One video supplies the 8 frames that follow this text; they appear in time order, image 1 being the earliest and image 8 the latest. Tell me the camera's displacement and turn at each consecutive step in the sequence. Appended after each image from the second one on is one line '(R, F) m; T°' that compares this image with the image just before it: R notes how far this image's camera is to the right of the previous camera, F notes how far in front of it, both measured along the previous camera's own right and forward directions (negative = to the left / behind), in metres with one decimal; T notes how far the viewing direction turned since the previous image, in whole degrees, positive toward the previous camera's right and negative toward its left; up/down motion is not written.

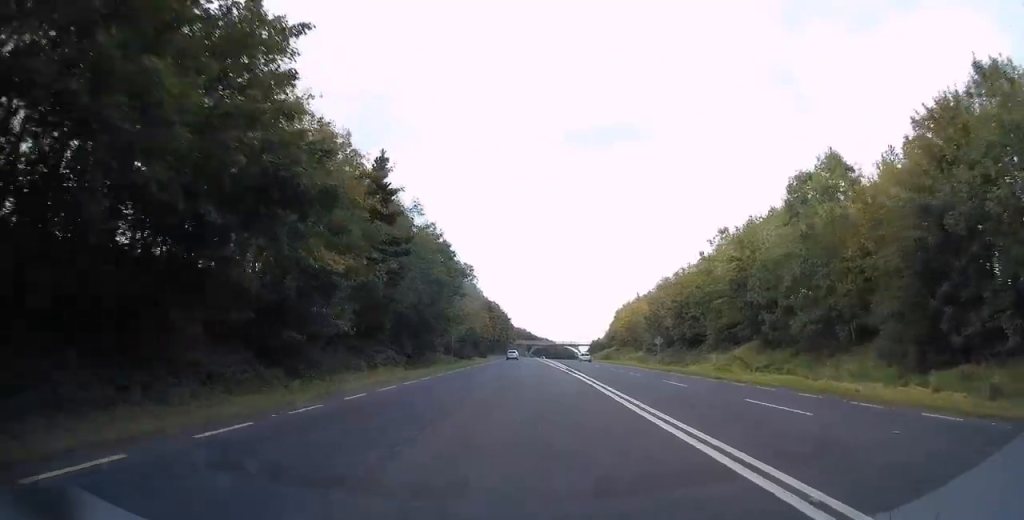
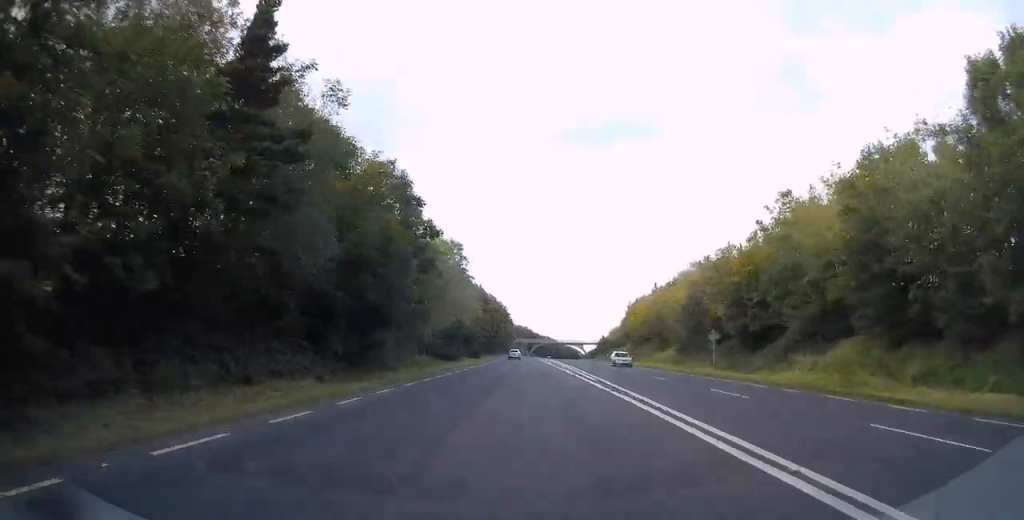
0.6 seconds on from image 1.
(-0.2, +18.8) m; -1°
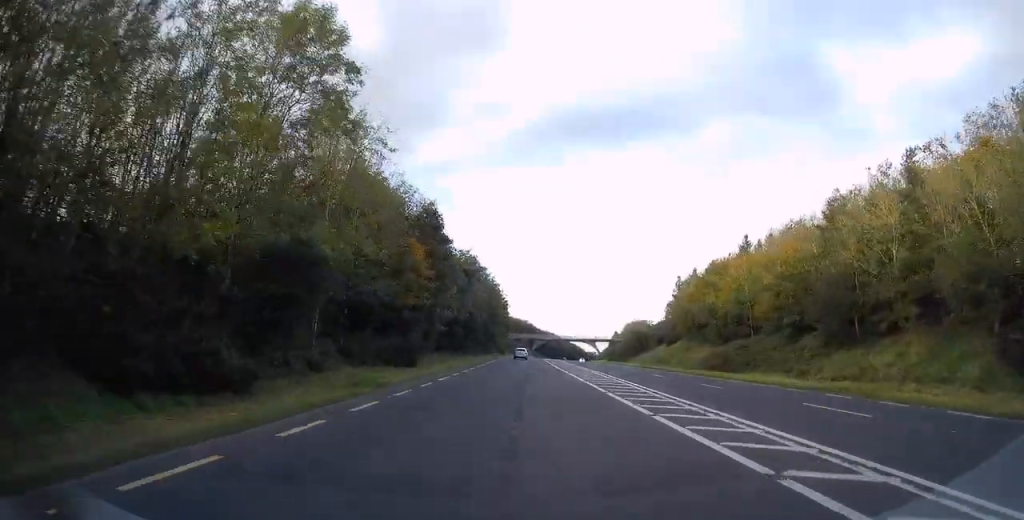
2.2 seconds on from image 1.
(-0.5, +53.6) m; -1°
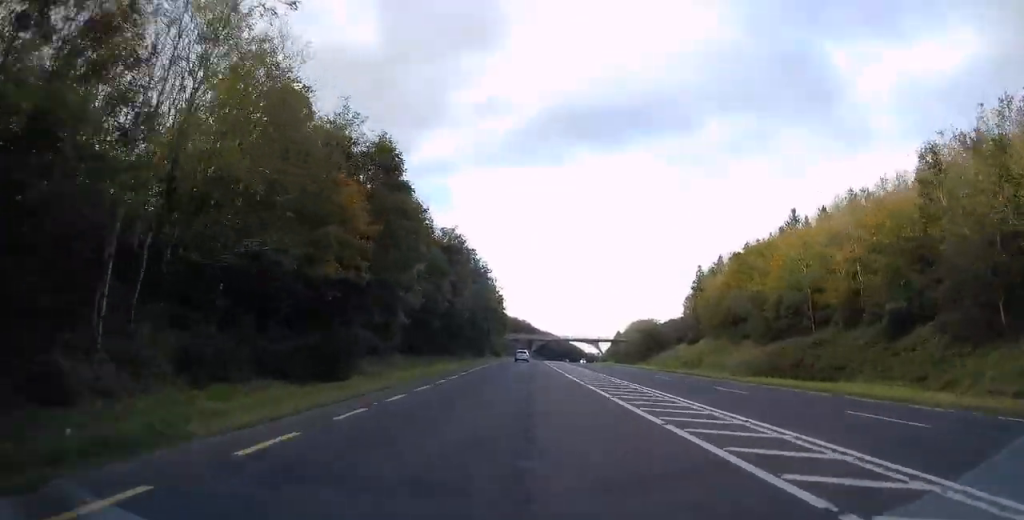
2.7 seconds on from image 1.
(0.0, +15.0) m; 0°
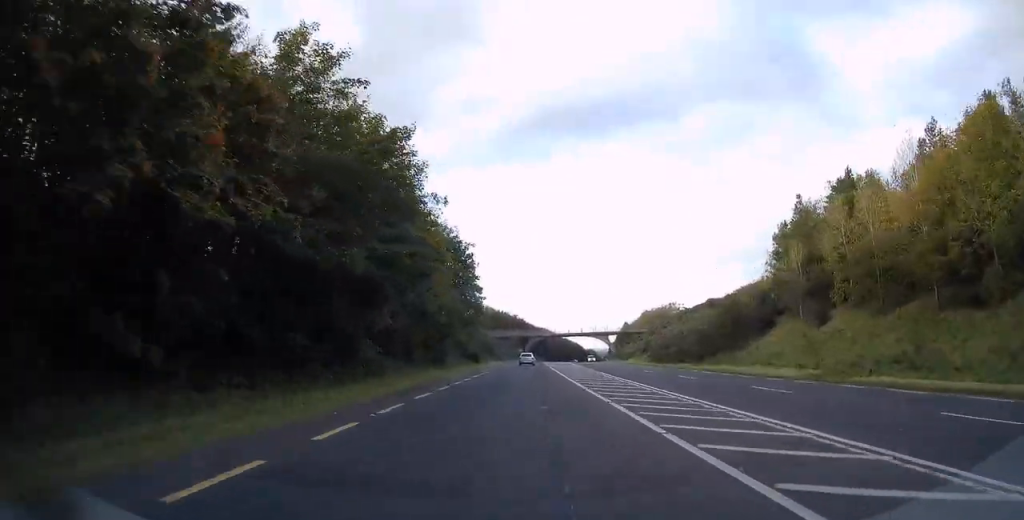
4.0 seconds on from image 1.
(0.0, +40.9) m; 0°
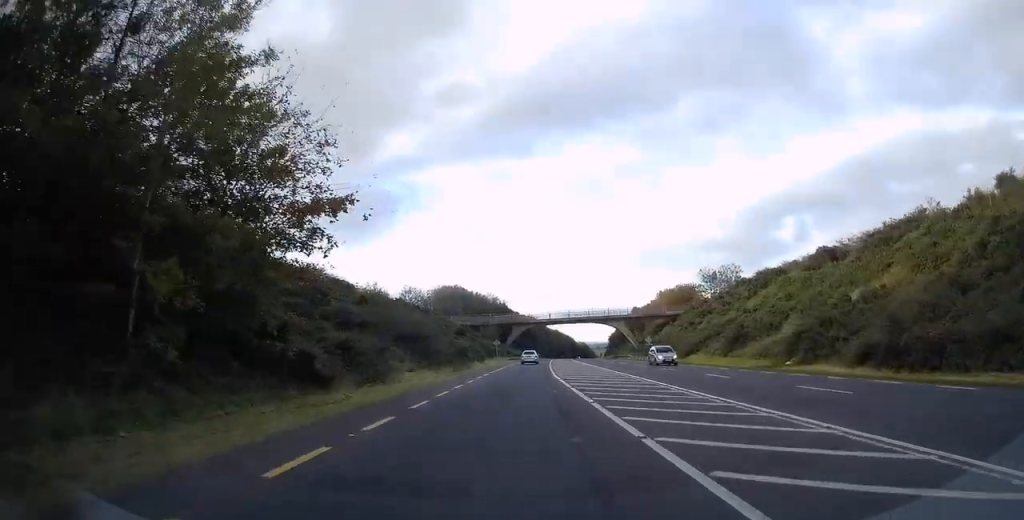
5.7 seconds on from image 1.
(0.0, +53.1) m; 0°
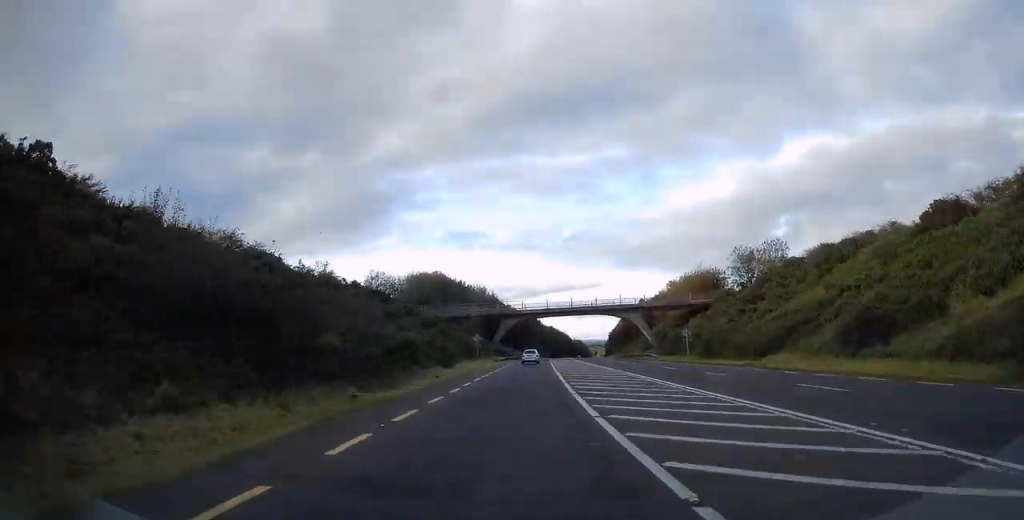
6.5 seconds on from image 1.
(+0.1, +23.2) m; +1°
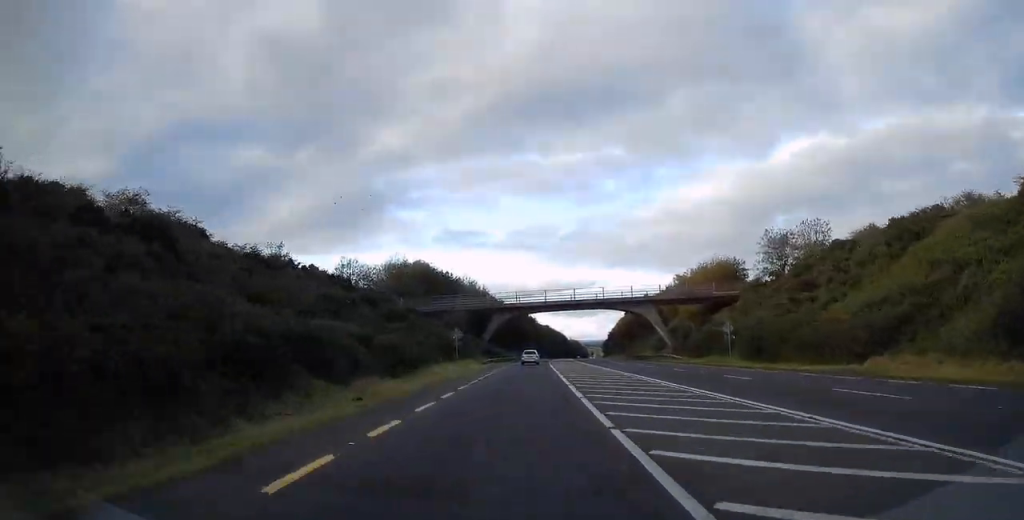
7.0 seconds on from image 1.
(0.0, +14.3) m; 0°
